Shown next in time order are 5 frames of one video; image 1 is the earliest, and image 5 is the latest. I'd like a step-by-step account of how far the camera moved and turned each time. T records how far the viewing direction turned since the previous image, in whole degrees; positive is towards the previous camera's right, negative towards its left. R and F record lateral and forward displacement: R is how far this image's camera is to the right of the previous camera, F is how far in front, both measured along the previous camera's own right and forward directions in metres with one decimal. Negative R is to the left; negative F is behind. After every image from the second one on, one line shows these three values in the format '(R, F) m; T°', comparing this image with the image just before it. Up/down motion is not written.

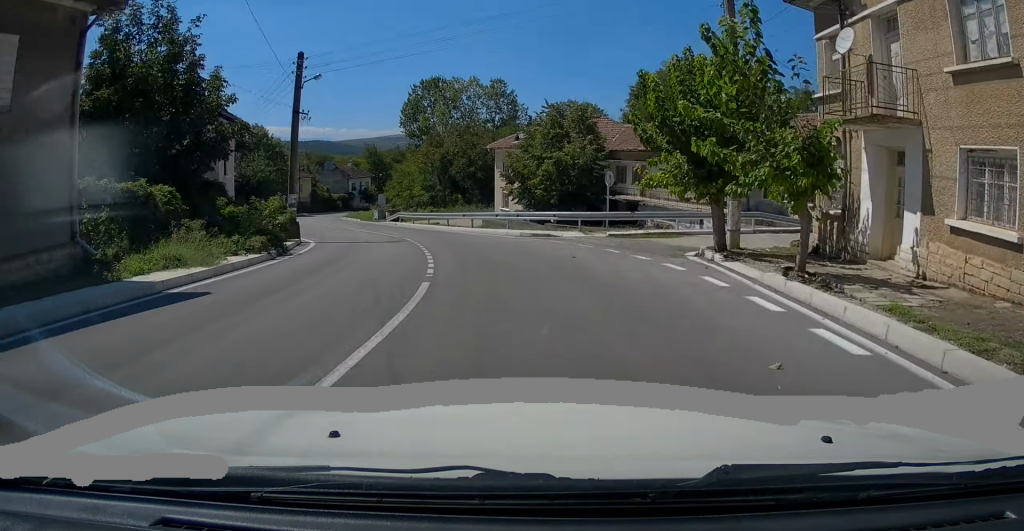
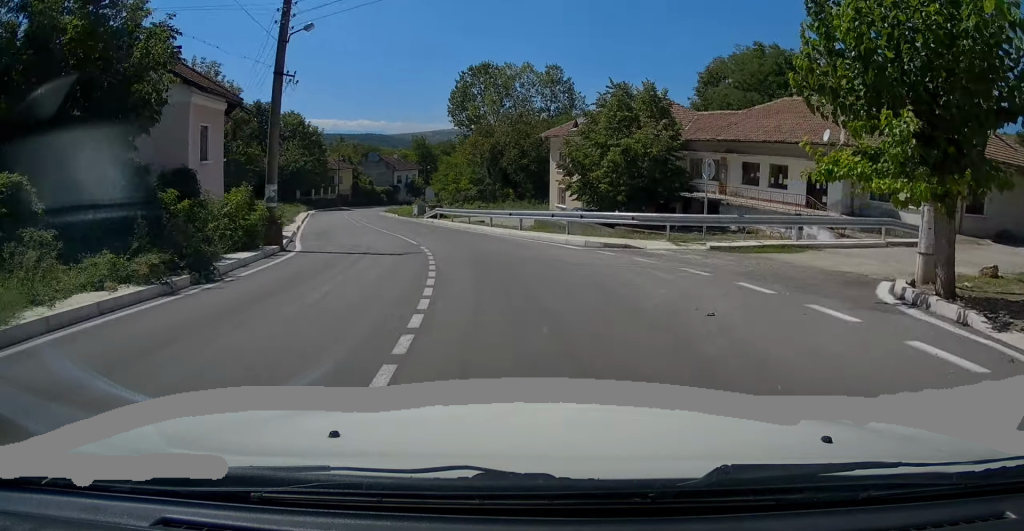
(-0.3, +6.6) m; -4°
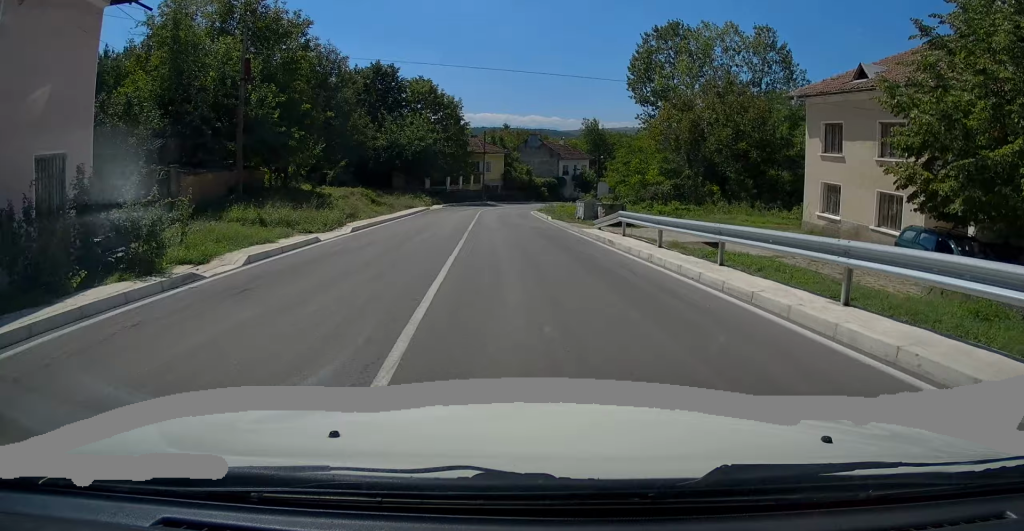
(-1.7, +20.1) m; -11°
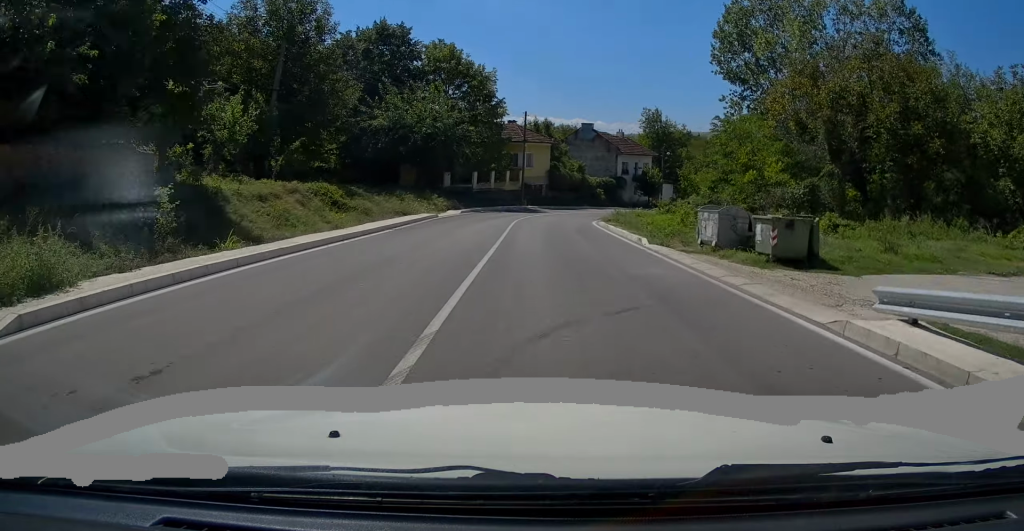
(-1.4, +16.5) m; -6°
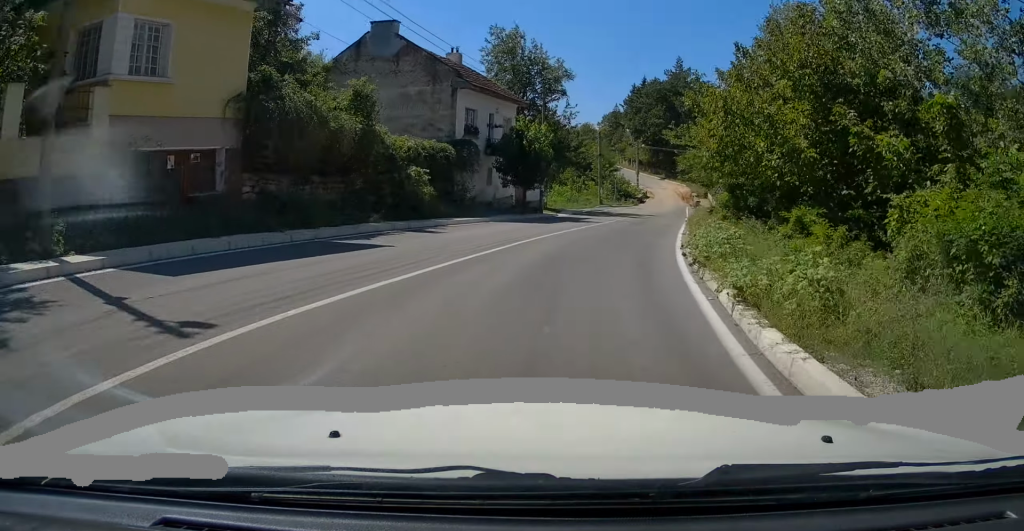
(+3.7, +41.5) m; +17°
